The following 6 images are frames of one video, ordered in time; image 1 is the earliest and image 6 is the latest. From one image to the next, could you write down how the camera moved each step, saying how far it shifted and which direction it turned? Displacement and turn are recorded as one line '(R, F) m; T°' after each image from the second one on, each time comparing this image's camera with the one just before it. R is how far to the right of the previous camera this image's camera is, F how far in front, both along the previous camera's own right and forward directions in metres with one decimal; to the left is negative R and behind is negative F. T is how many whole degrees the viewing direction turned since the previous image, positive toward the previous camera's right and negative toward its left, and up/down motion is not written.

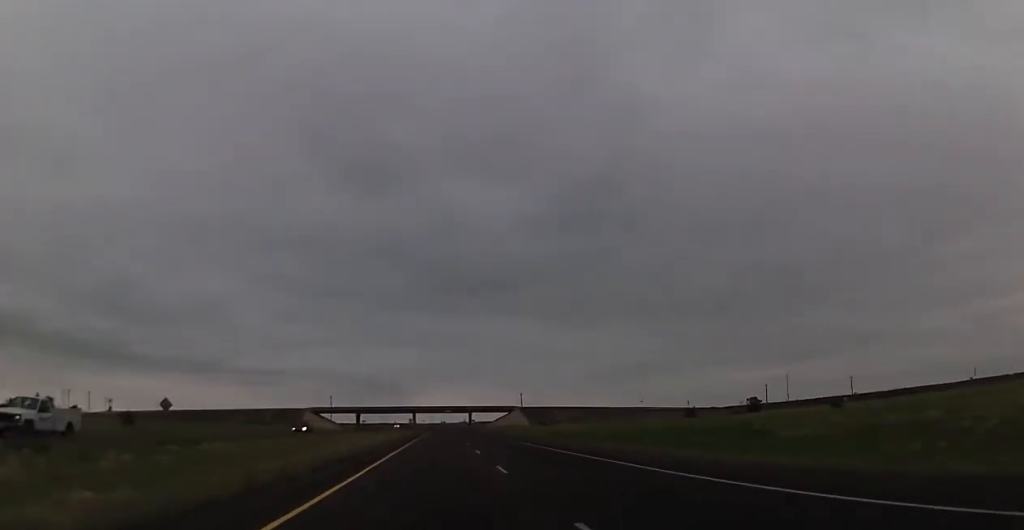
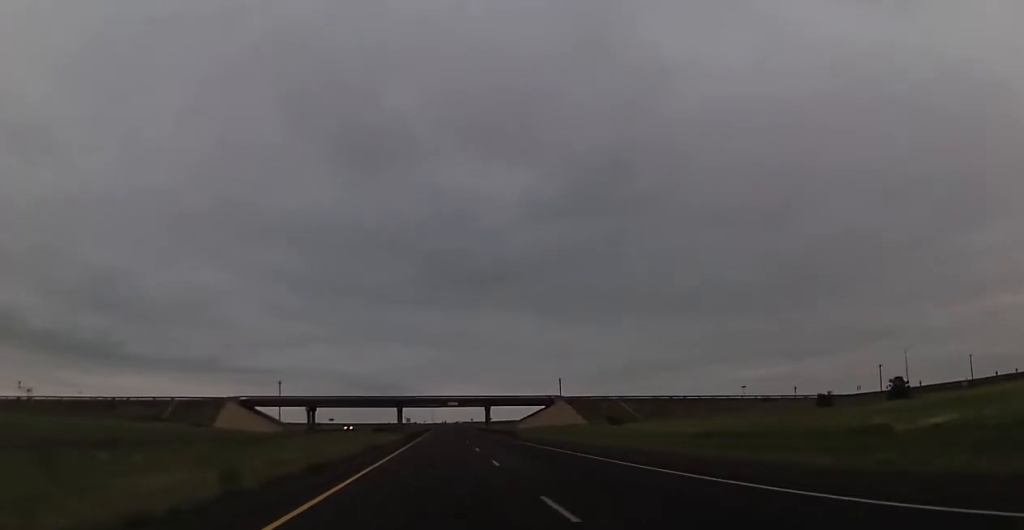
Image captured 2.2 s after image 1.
(+0.2, +81.3) m; 0°
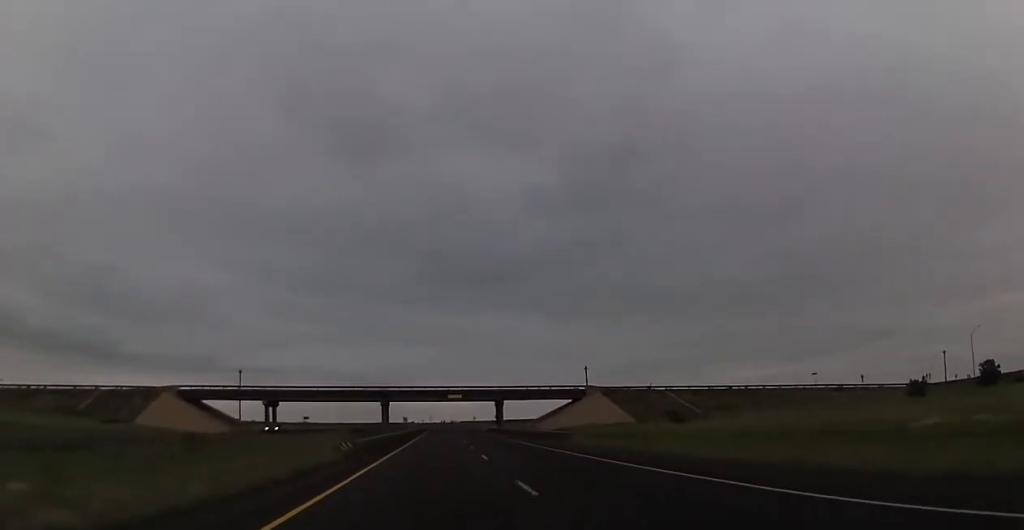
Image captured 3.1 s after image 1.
(-0.1, +32.7) m; 0°
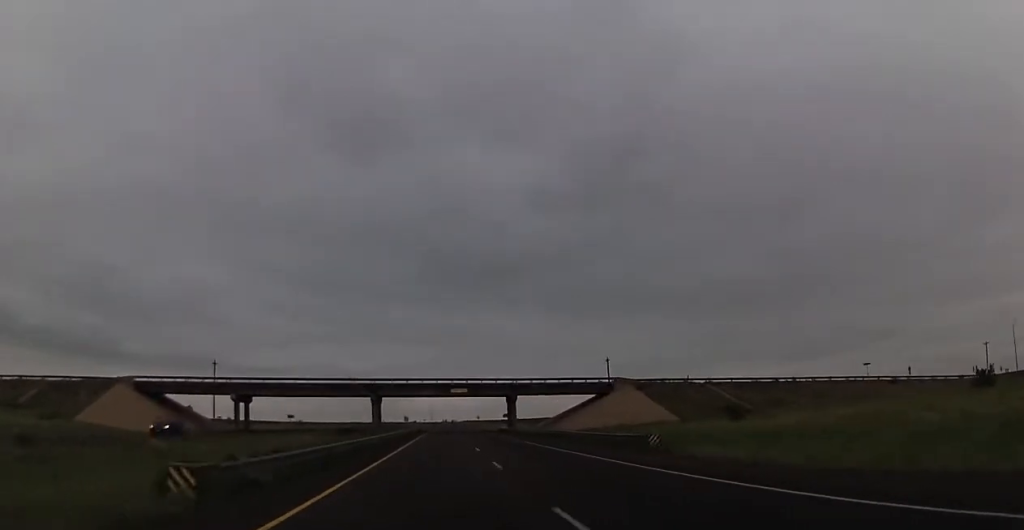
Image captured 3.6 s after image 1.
(0.0, +17.0) m; 0°
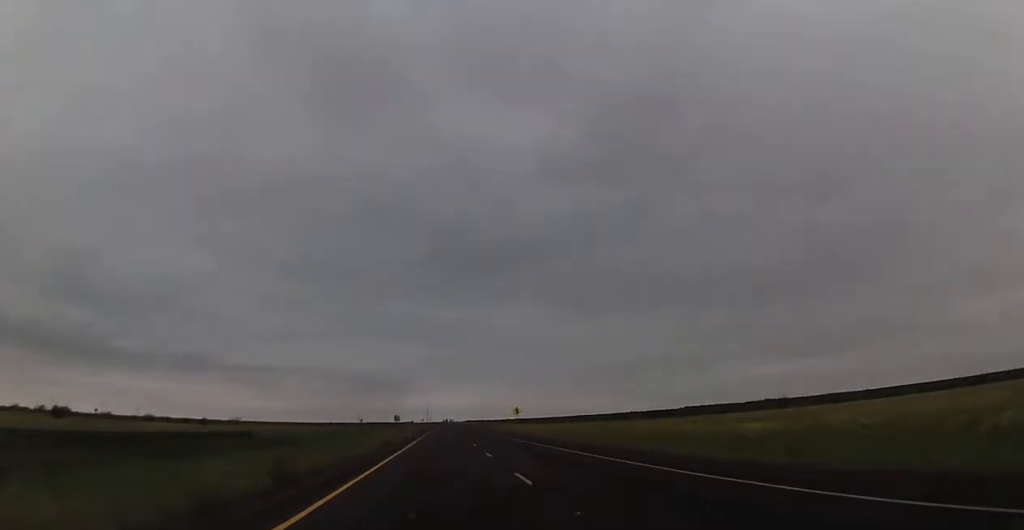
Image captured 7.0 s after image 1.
(+0.2, +125.8) m; 0°
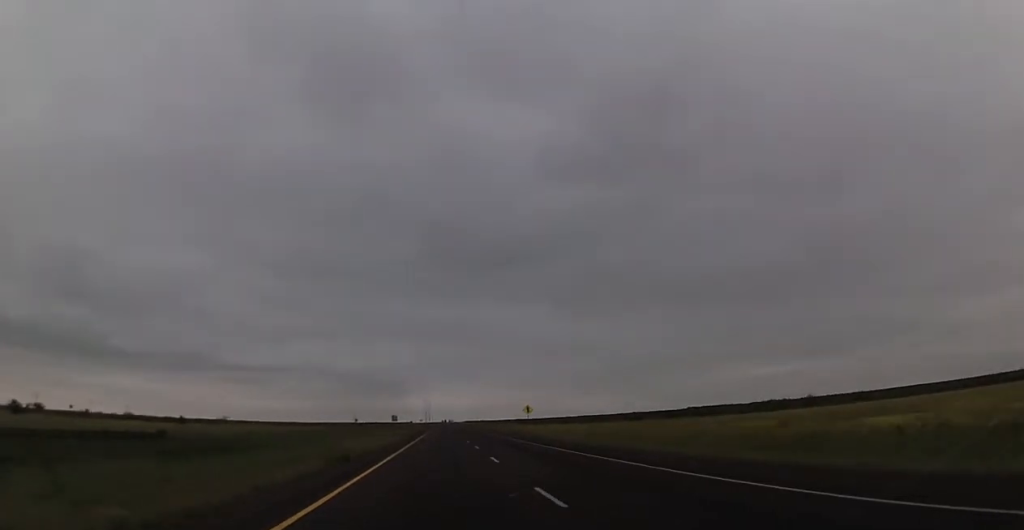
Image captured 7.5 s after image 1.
(0.0, +15.9) m; 0°
